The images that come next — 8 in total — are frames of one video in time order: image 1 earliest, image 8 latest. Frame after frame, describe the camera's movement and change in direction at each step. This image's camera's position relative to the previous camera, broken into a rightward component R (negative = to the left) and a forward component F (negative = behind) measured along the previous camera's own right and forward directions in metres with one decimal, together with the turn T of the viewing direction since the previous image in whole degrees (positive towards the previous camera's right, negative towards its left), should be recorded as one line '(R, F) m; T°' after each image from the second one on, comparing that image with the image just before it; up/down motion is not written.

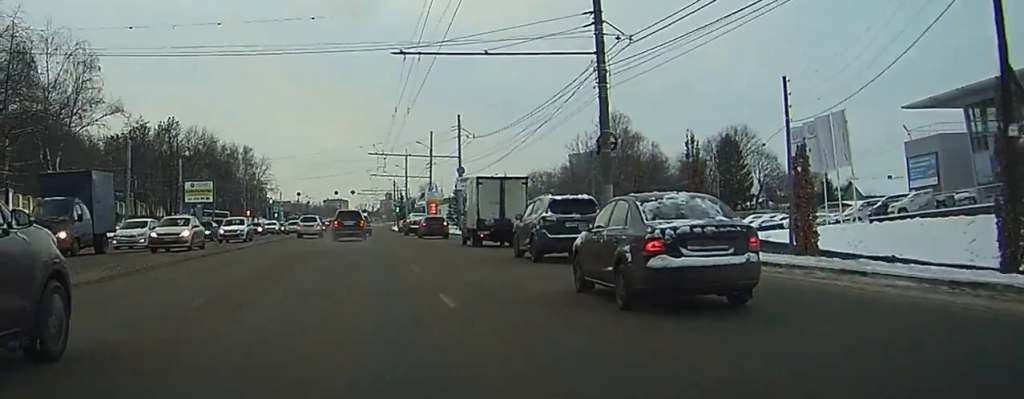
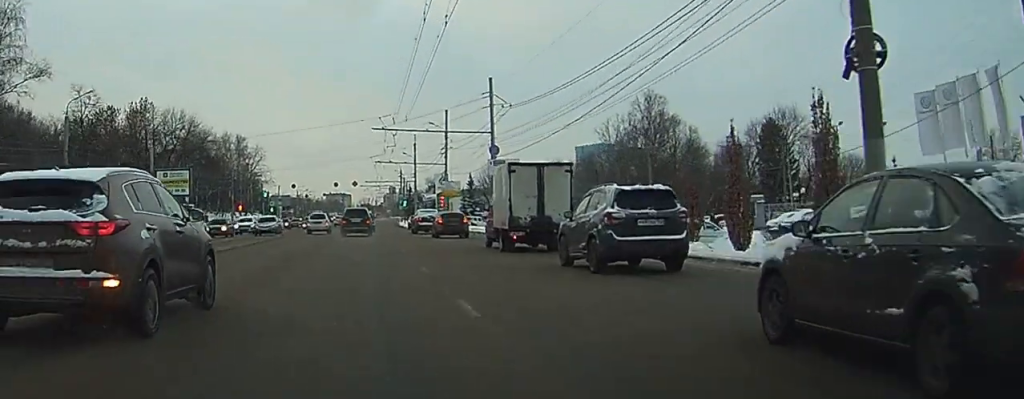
(0.0, +16.7) m; 0°
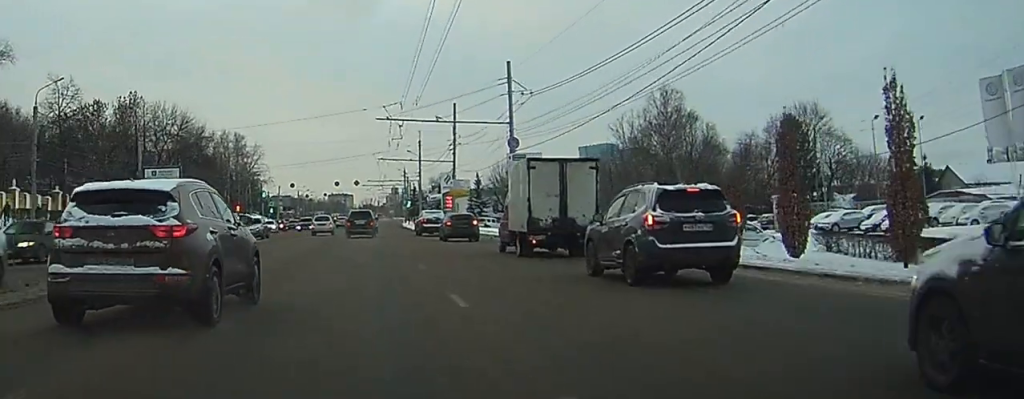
(0.0, +6.2) m; 0°
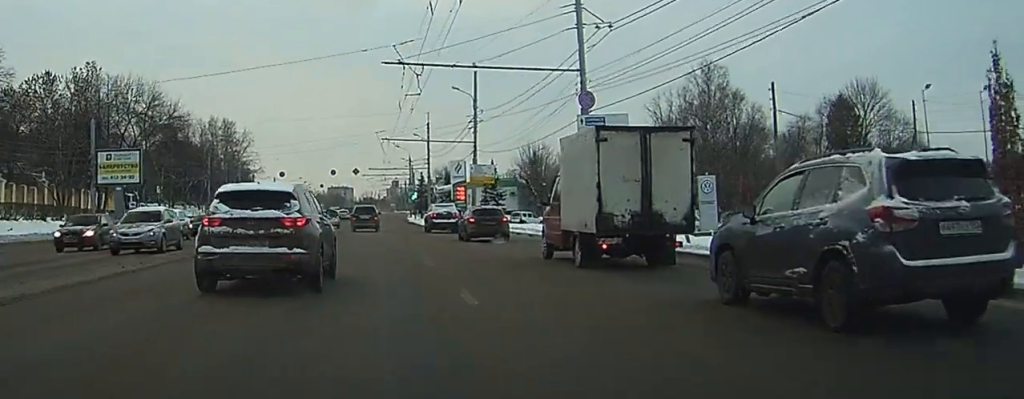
(0.0, +16.0) m; 0°
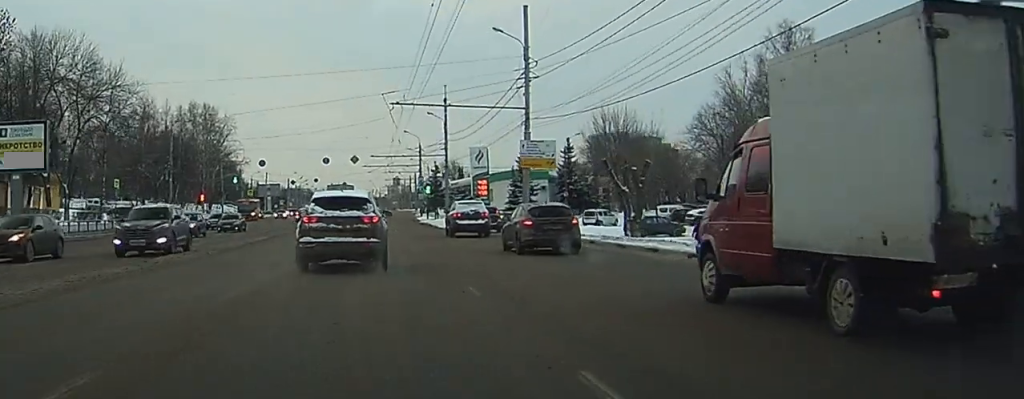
(-0.1, +22.4) m; 0°
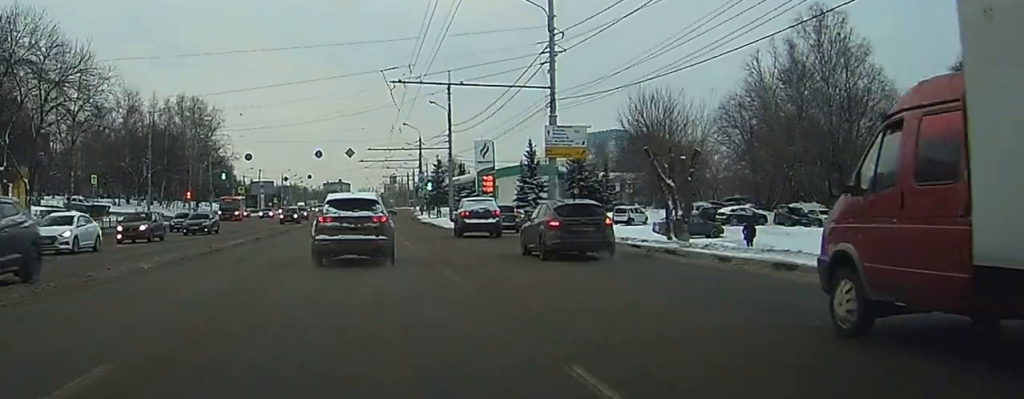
(0.0, +7.6) m; 0°
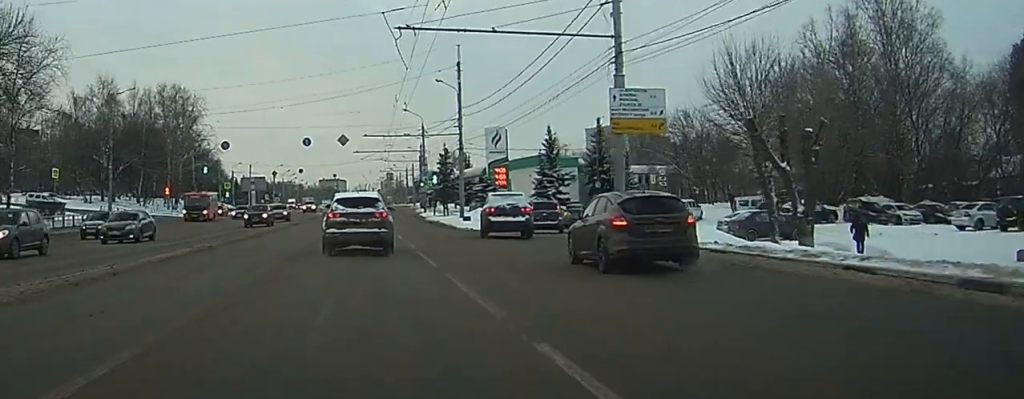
(0.0, +11.7) m; 0°
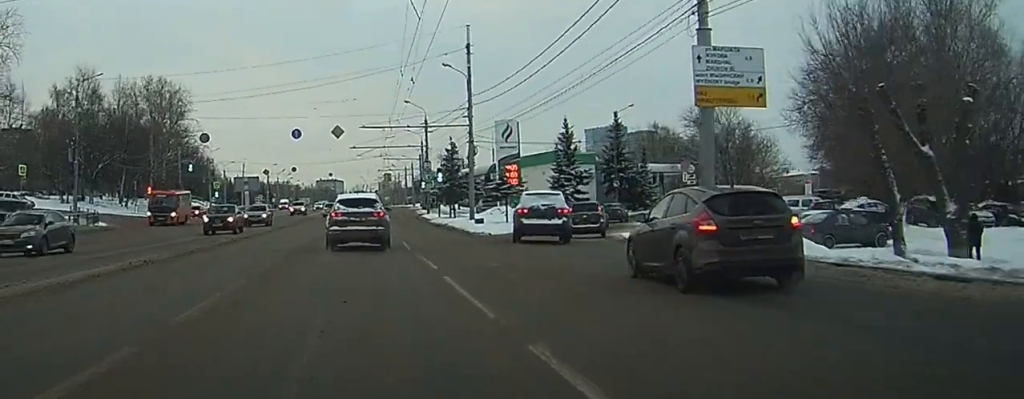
(0.0, +8.2) m; +2°
